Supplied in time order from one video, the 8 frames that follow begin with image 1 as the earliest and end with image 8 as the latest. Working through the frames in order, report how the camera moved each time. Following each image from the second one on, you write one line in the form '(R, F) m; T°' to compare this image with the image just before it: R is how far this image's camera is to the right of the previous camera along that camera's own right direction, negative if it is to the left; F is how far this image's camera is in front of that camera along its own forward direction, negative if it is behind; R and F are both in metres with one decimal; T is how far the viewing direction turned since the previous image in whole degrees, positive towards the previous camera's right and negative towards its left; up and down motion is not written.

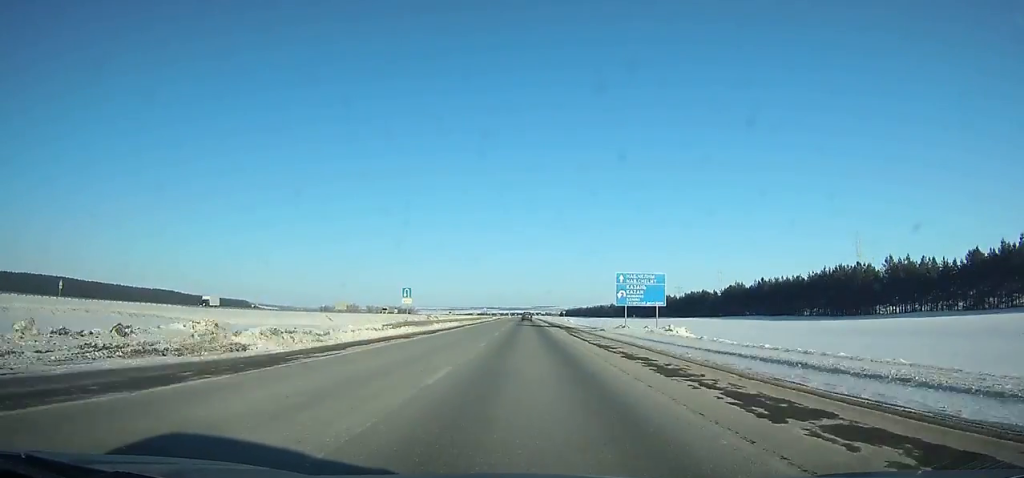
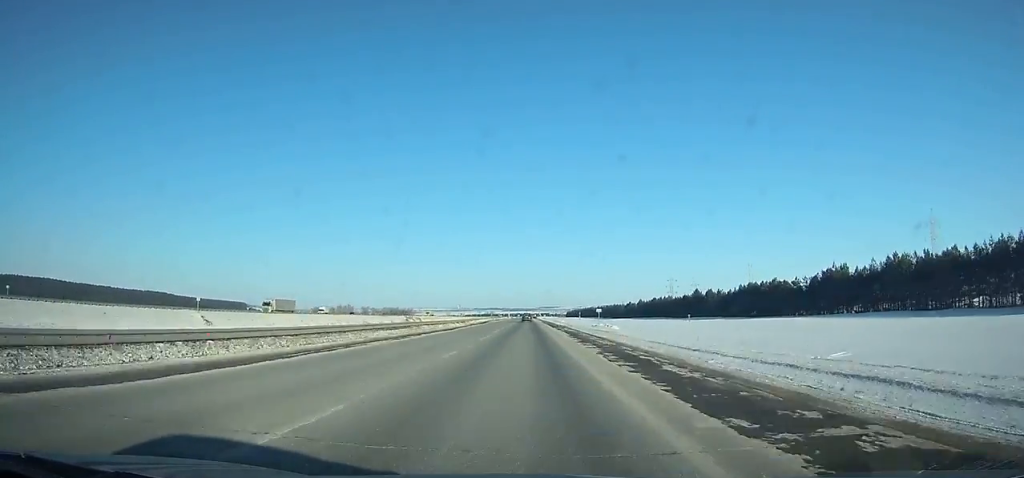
(+0.1, +66.6) m; 0°
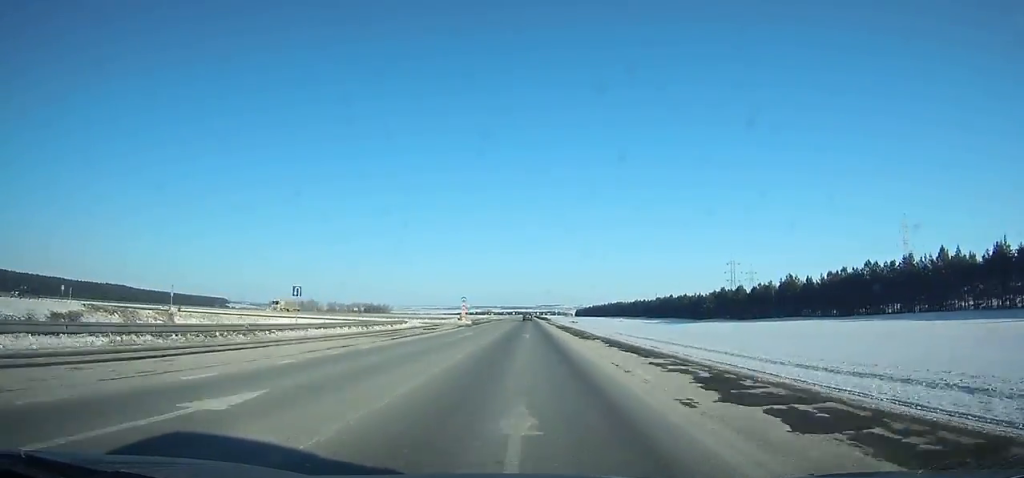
(-0.4, +203.2) m; 0°
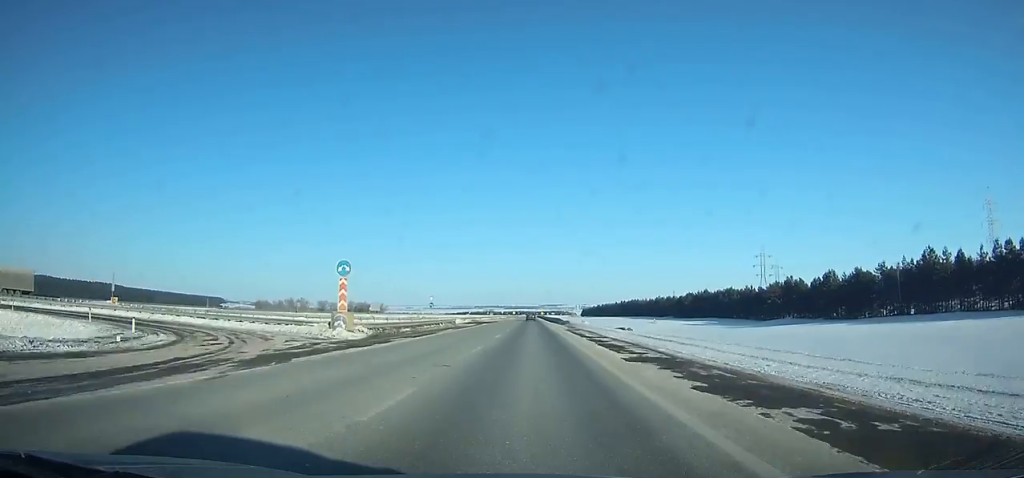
(0.0, +56.0) m; 0°
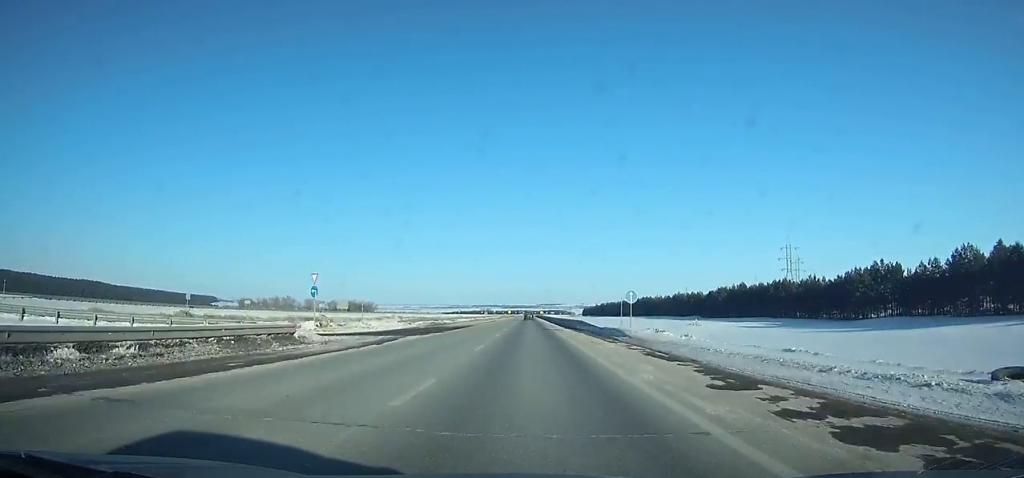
(-0.1, +45.6) m; 0°
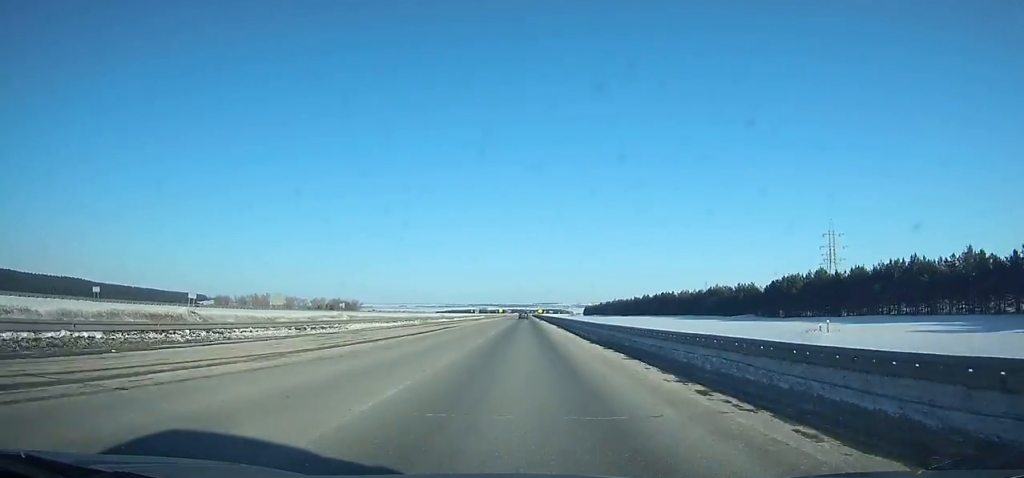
(+0.2, +59.2) m; 0°
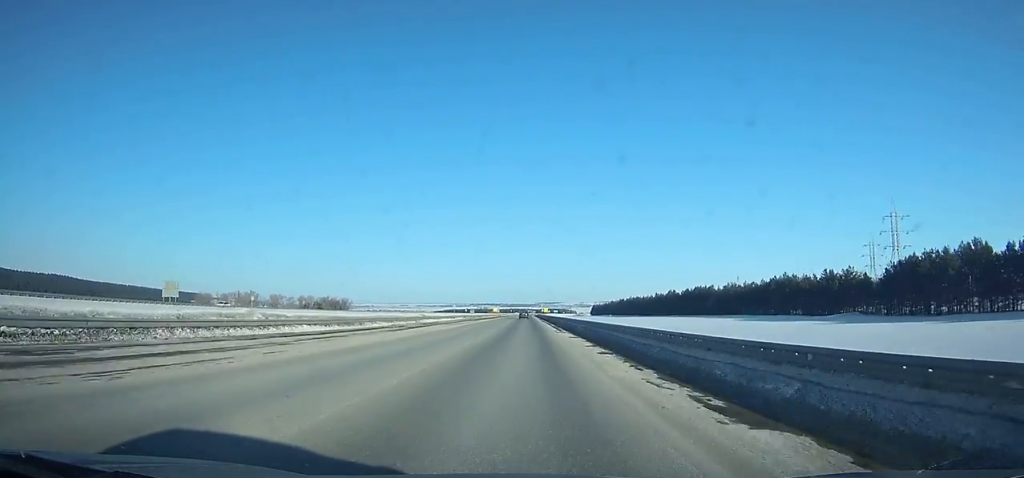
(0.0, +56.4) m; 0°
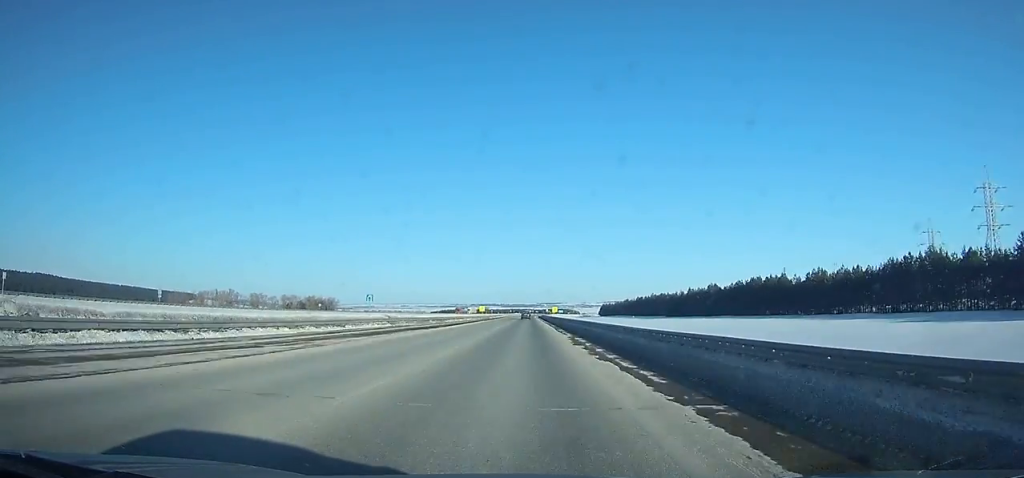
(-0.1, +61.6) m; 0°
